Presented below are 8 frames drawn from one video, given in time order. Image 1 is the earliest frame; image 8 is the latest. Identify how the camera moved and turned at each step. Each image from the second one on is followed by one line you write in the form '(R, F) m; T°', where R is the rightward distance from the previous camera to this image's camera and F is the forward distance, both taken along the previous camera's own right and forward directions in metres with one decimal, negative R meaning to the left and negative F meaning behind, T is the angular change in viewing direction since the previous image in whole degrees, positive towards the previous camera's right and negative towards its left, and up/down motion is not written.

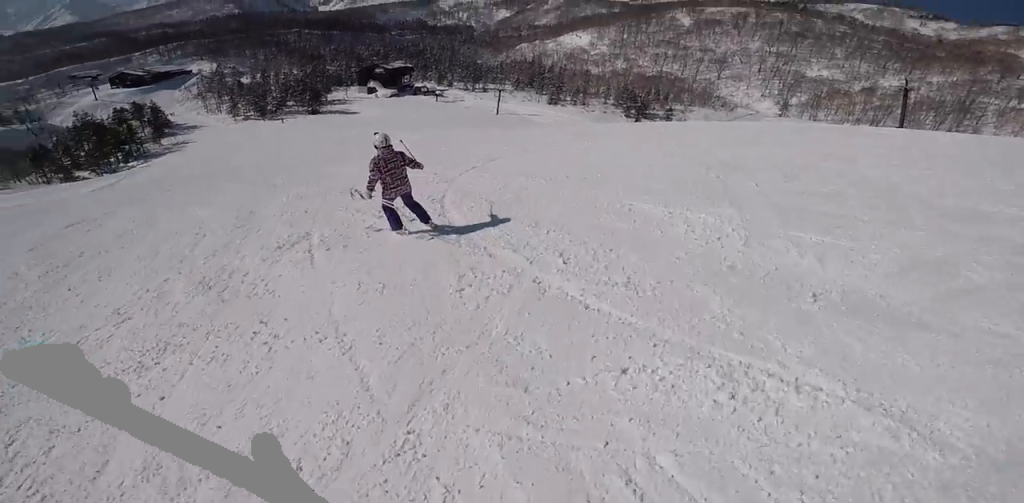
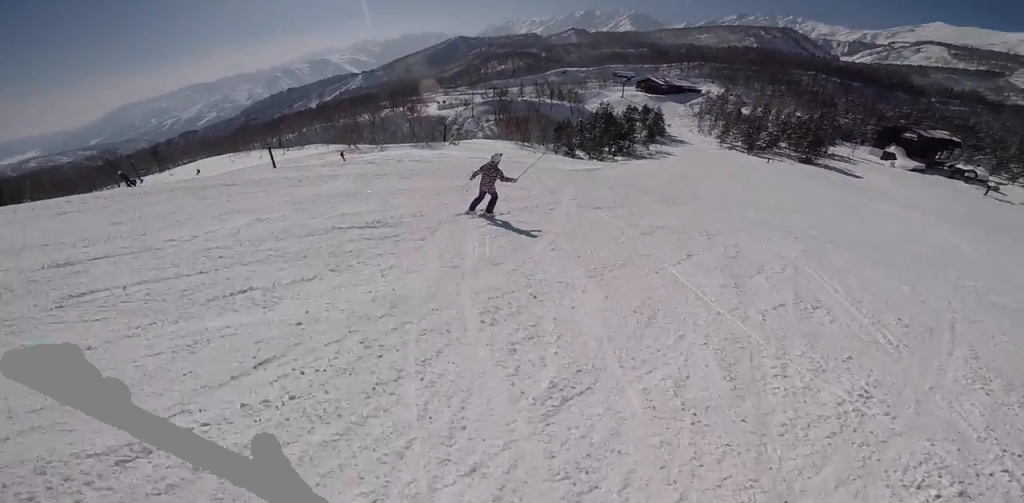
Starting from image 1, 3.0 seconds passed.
(-8.1, +14.2) m; -39°
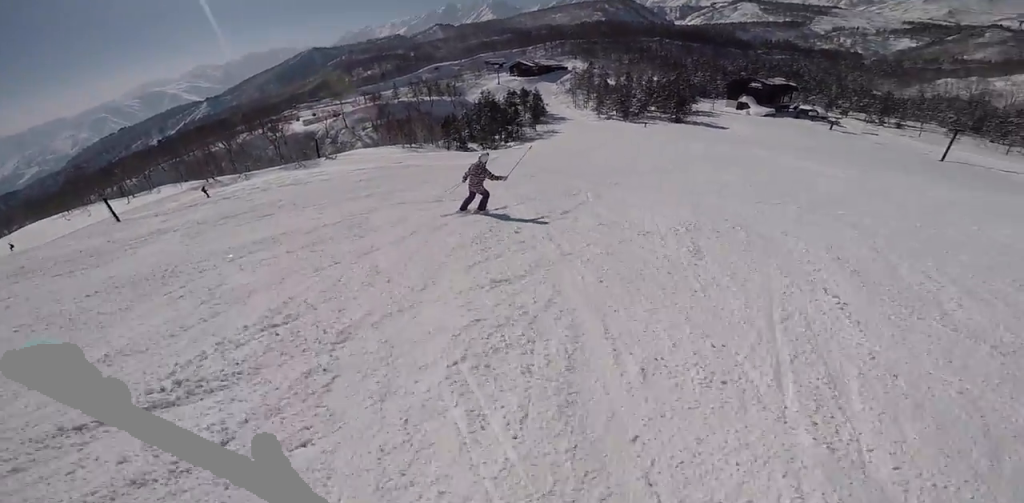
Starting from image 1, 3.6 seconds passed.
(0.0, +3.4) m; +10°
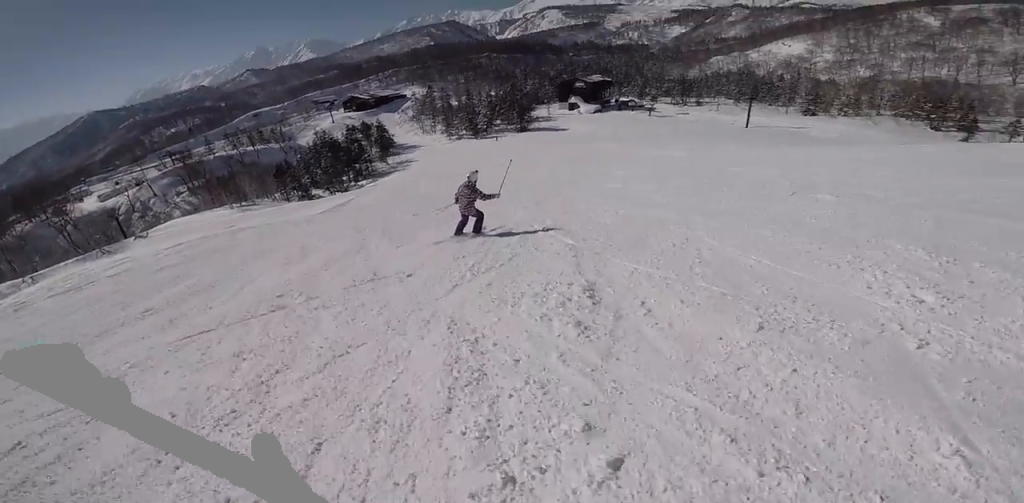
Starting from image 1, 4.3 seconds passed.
(+0.5, +4.2) m; +16°
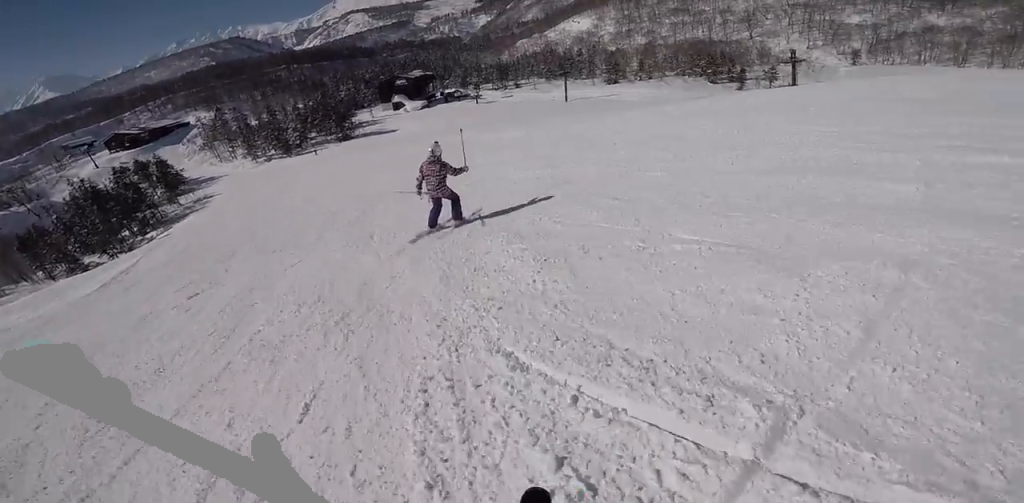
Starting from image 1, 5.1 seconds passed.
(+0.9, +4.7) m; +20°
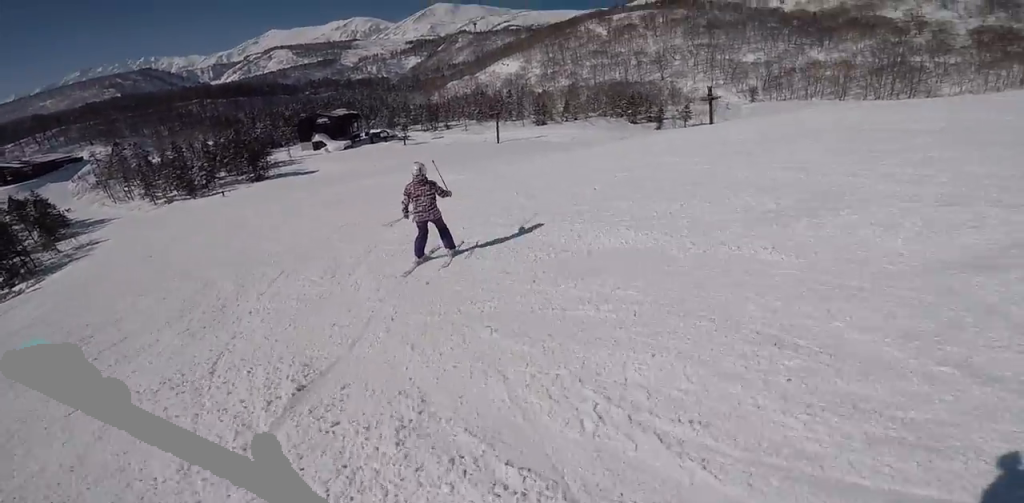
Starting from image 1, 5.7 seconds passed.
(+0.6, +3.4) m; +10°
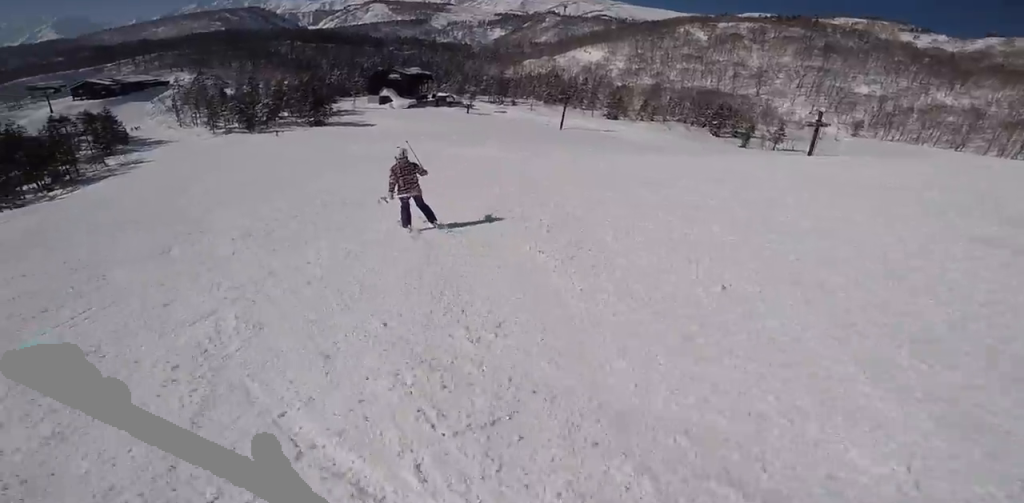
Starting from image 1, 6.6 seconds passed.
(+0.5, +5.6) m; -4°
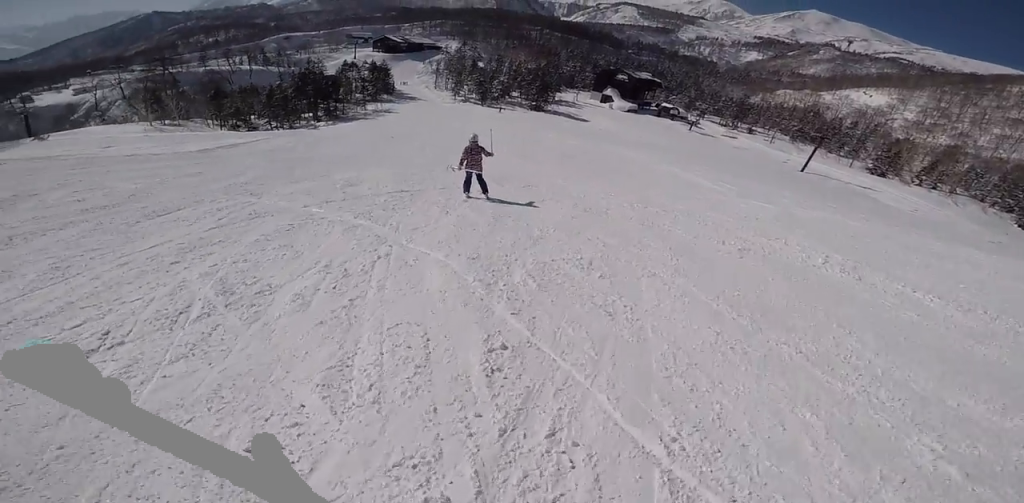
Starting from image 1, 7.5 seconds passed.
(-0.8, +5.9) m; -16°
